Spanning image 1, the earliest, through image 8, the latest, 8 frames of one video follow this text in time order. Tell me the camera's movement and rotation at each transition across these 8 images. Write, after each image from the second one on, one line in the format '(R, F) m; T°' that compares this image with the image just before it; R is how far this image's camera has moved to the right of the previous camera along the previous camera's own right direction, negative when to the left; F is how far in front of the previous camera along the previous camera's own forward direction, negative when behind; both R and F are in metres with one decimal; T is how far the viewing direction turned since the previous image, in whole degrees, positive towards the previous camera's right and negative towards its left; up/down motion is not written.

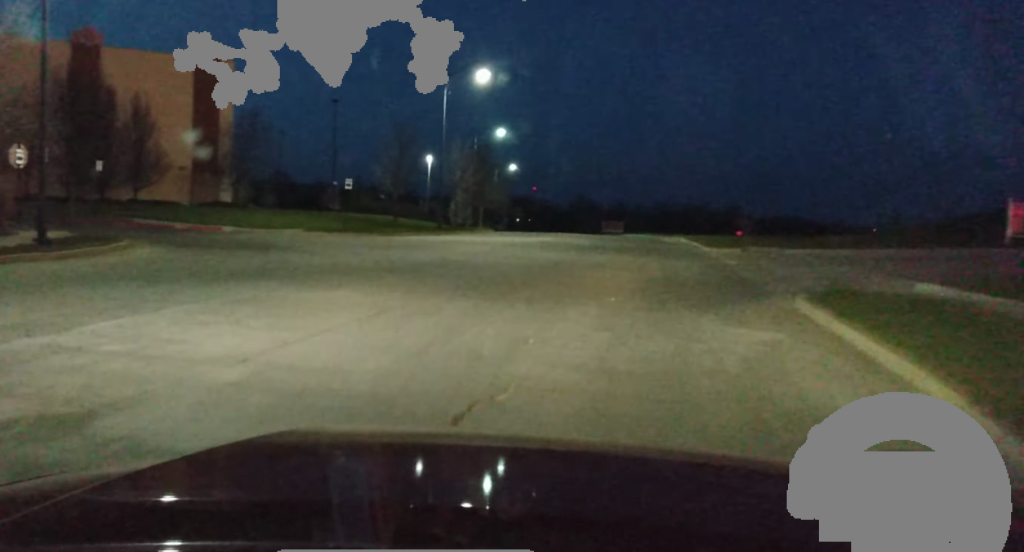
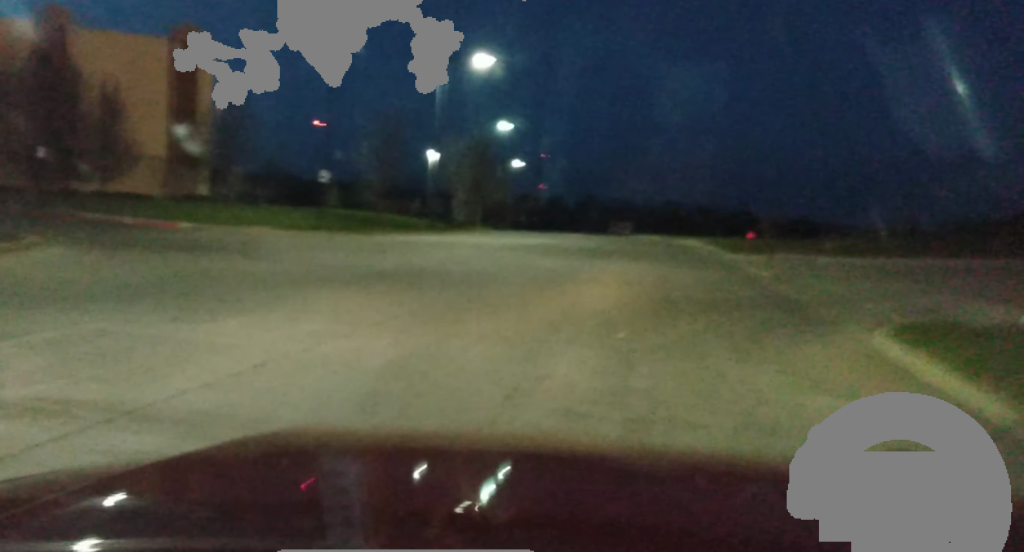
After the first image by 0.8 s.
(-0.2, +4.6) m; -6°
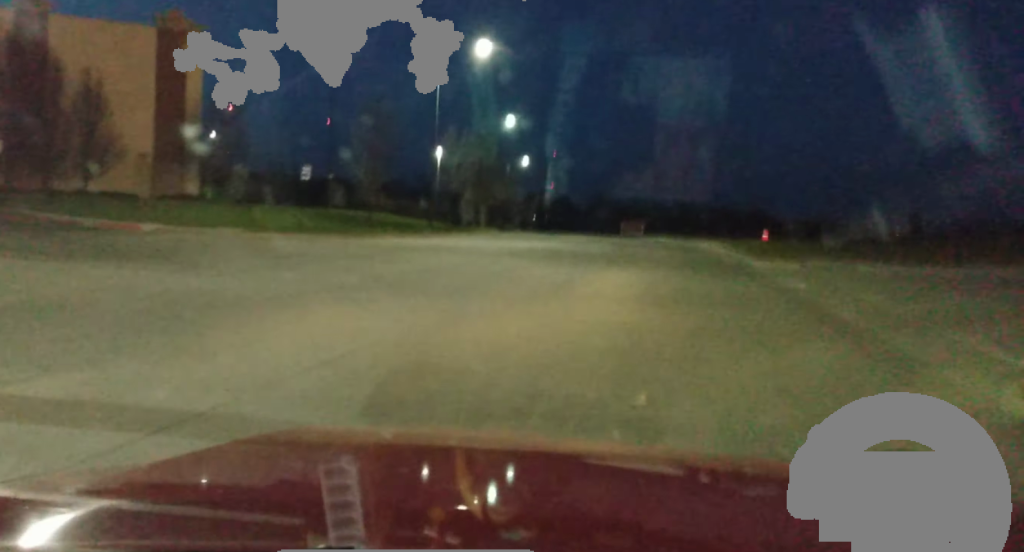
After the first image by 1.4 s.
(-0.2, +3.8) m; -4°
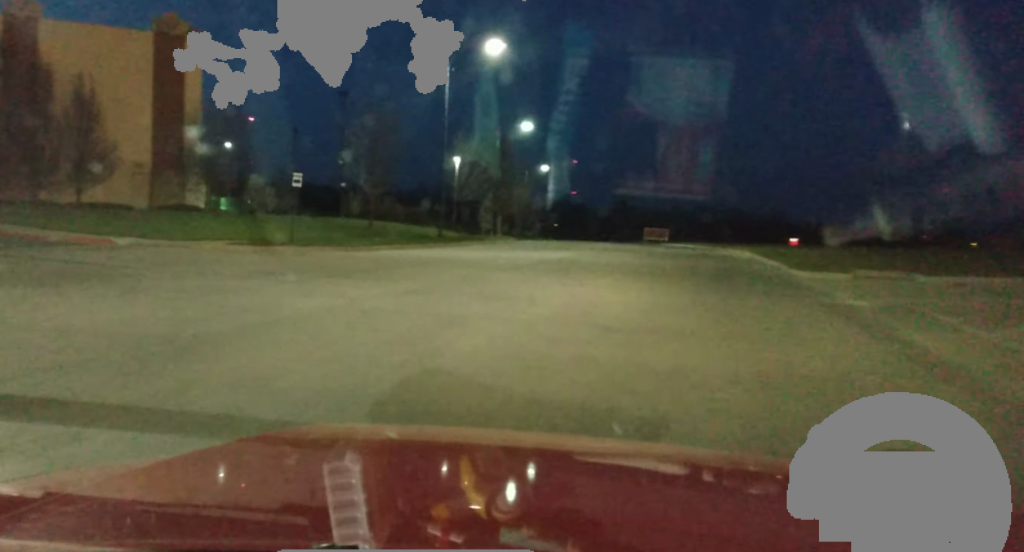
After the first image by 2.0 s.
(-0.2, +3.3) m; -2°
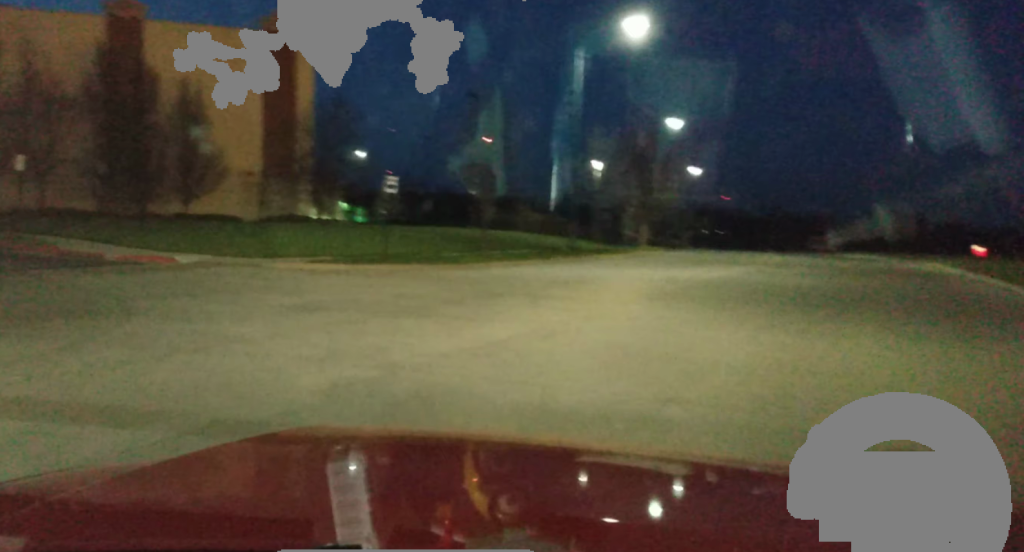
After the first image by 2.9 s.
(0.0, +5.3) m; -8°
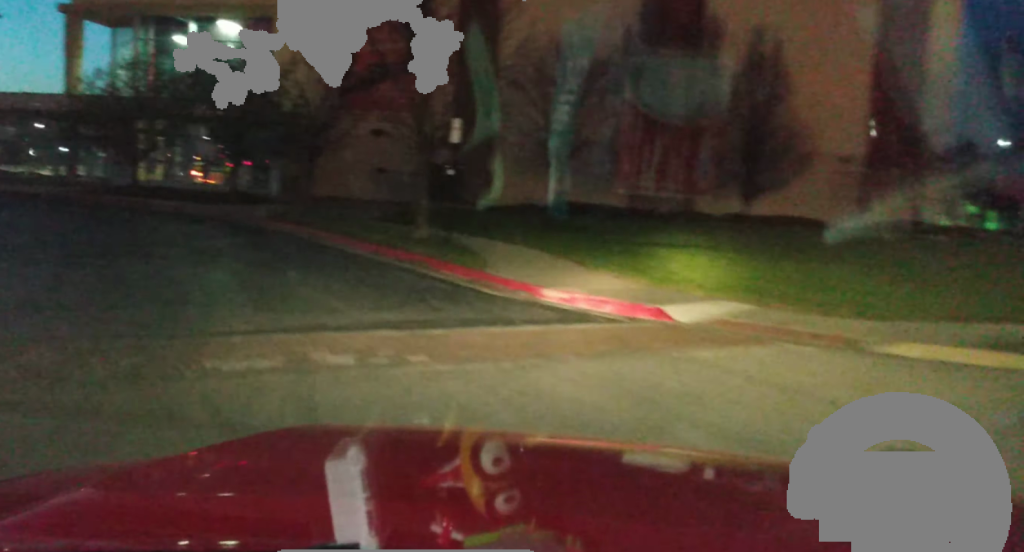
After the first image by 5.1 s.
(-3.6, +12.0) m; -33°
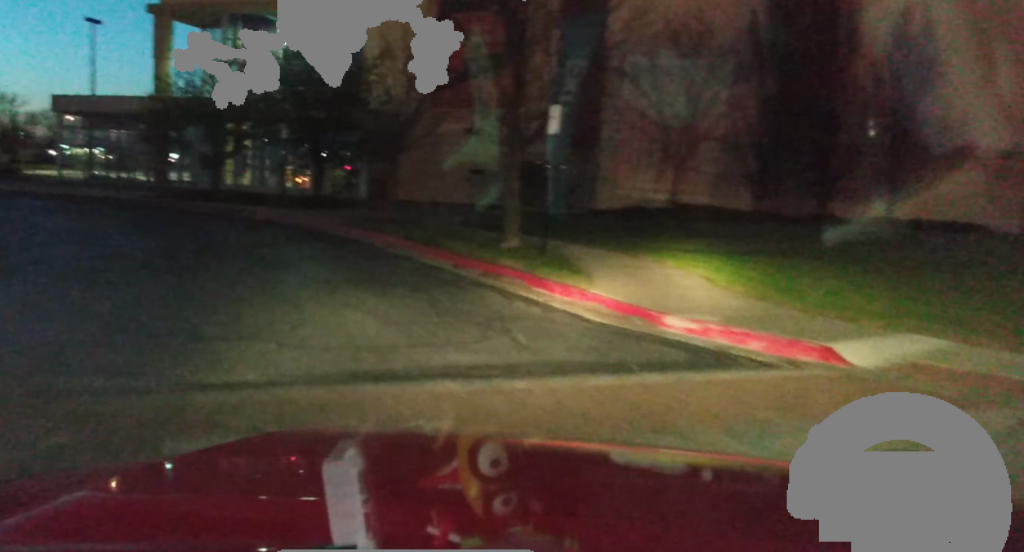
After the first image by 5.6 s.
(-0.3, +2.5) m; -6°
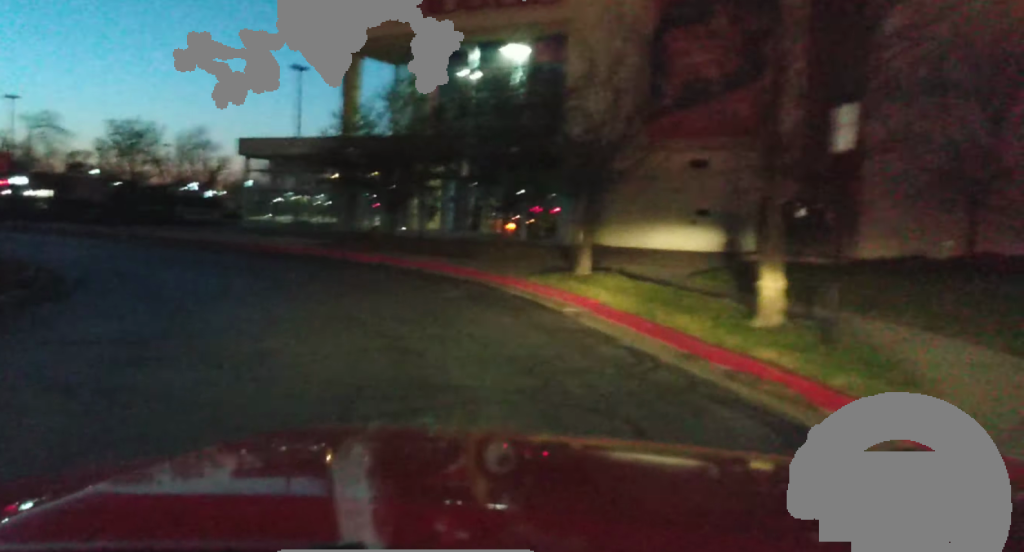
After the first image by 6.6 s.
(-0.6, +5.3) m; -11°
